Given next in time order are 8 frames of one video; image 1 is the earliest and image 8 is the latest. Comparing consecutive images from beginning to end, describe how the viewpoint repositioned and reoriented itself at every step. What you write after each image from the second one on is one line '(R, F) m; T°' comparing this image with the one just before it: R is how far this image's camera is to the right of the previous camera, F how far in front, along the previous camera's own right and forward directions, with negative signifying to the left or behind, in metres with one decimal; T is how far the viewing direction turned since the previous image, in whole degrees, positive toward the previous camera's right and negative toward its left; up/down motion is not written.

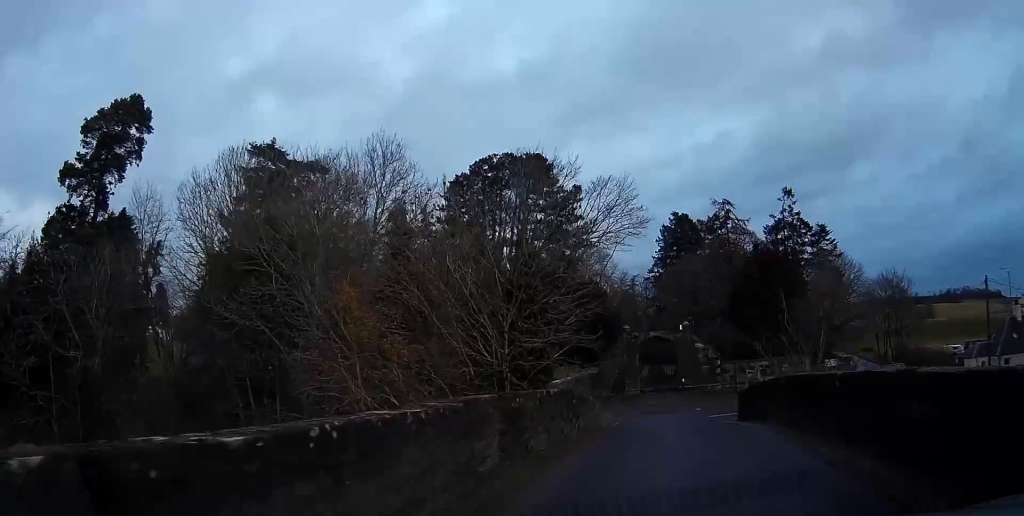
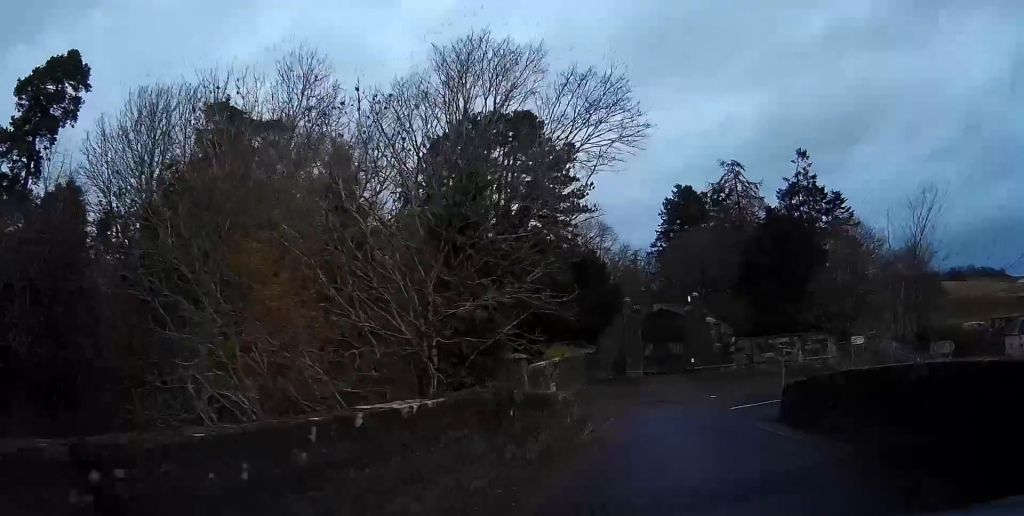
(-0.1, +8.2) m; 0°
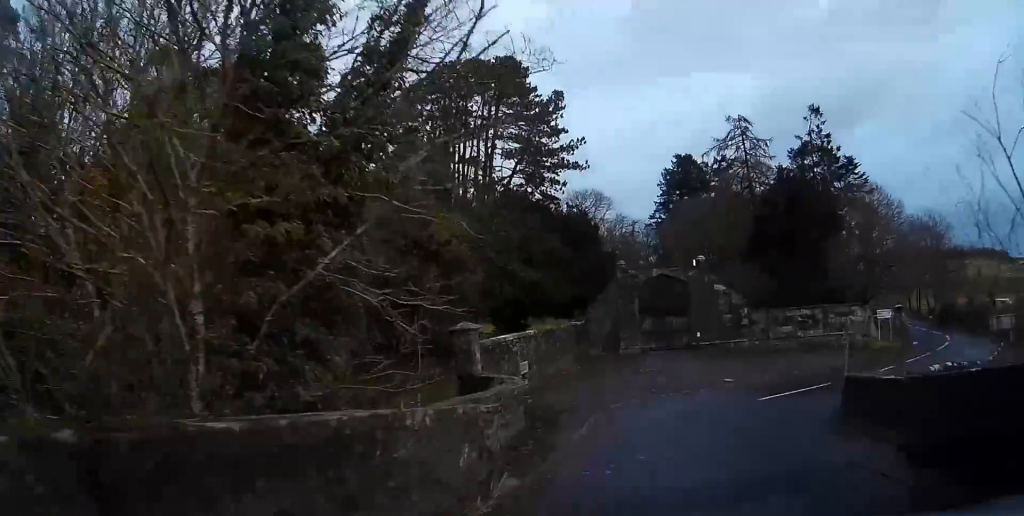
(+0.1, +8.1) m; +2°
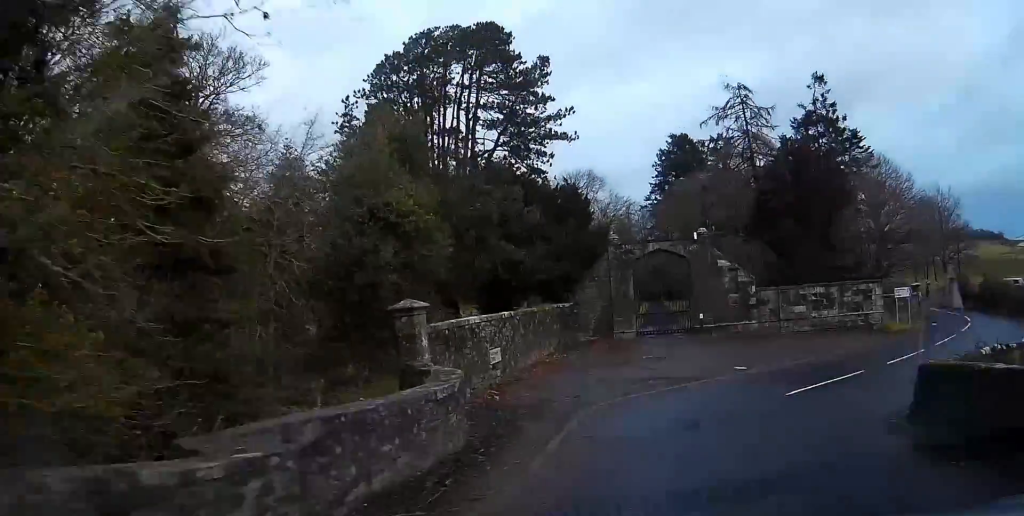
(0.0, +4.9) m; +2°
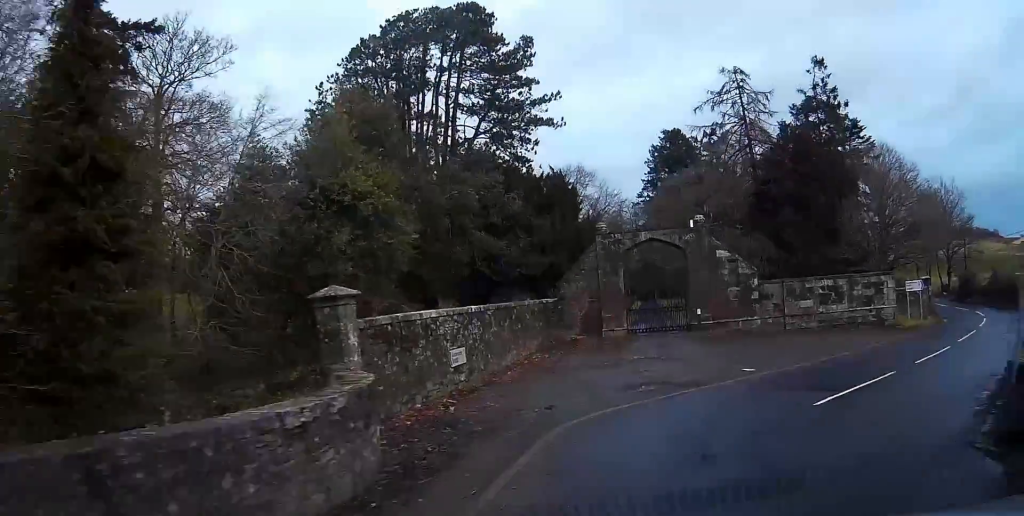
(+0.1, +3.5) m; +2°
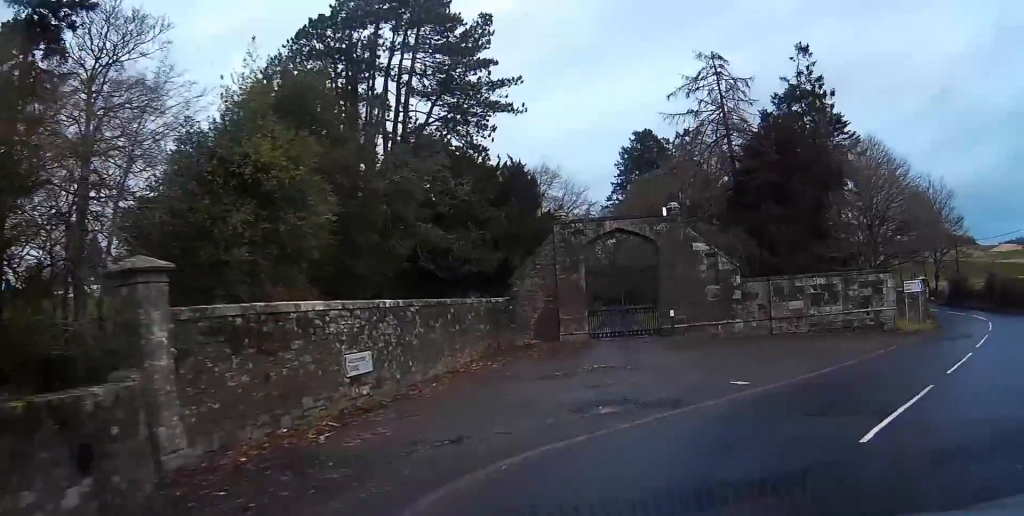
(+0.1, +5.1) m; +6°
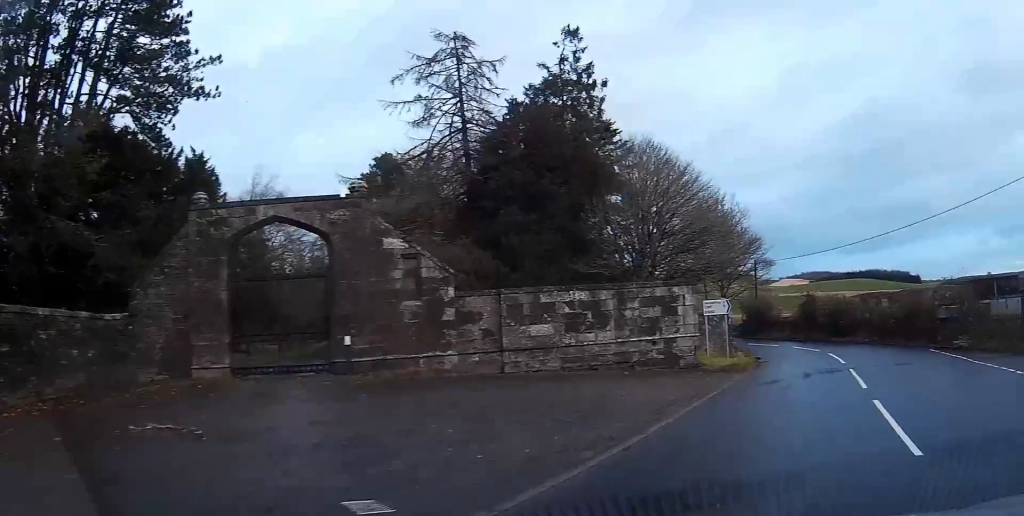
(+1.5, +10.2) m; +19°
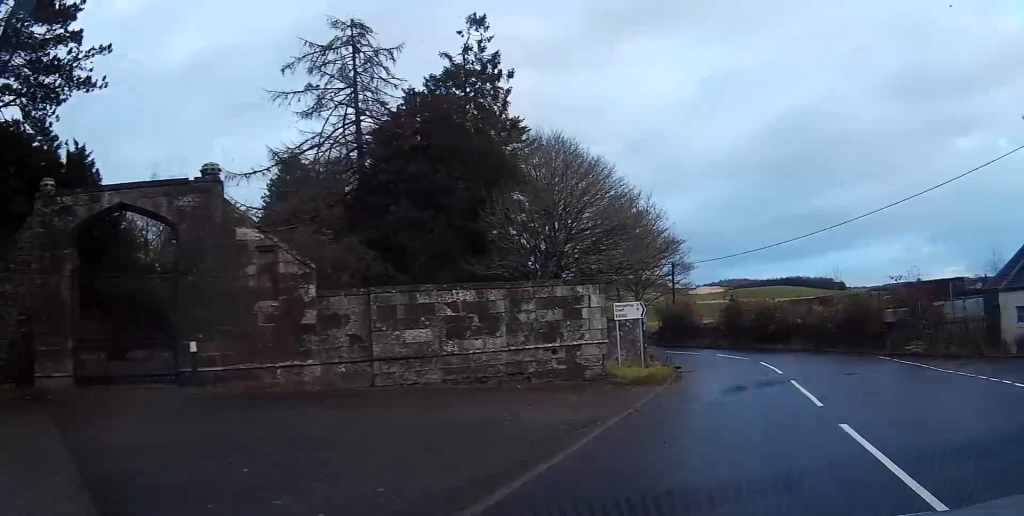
(+0.3, +3.3) m; +5°
